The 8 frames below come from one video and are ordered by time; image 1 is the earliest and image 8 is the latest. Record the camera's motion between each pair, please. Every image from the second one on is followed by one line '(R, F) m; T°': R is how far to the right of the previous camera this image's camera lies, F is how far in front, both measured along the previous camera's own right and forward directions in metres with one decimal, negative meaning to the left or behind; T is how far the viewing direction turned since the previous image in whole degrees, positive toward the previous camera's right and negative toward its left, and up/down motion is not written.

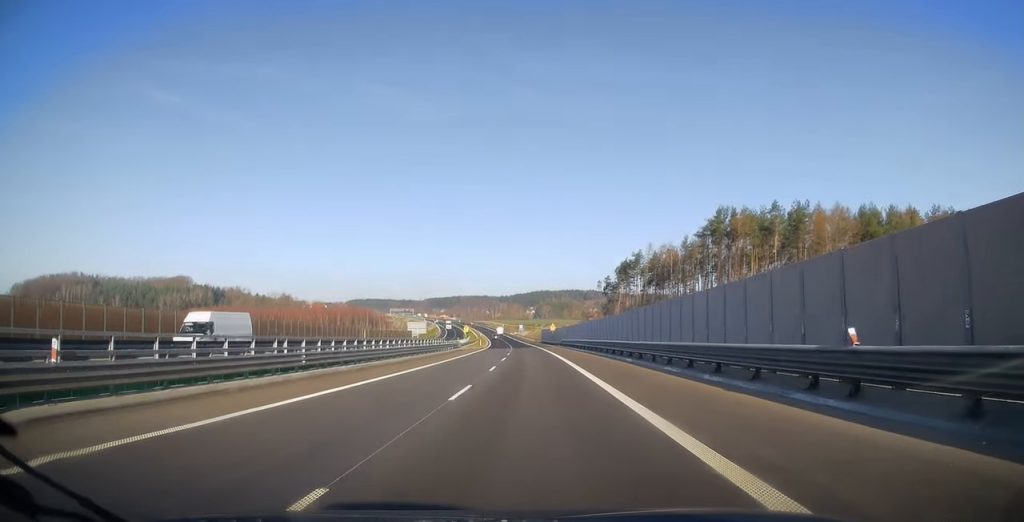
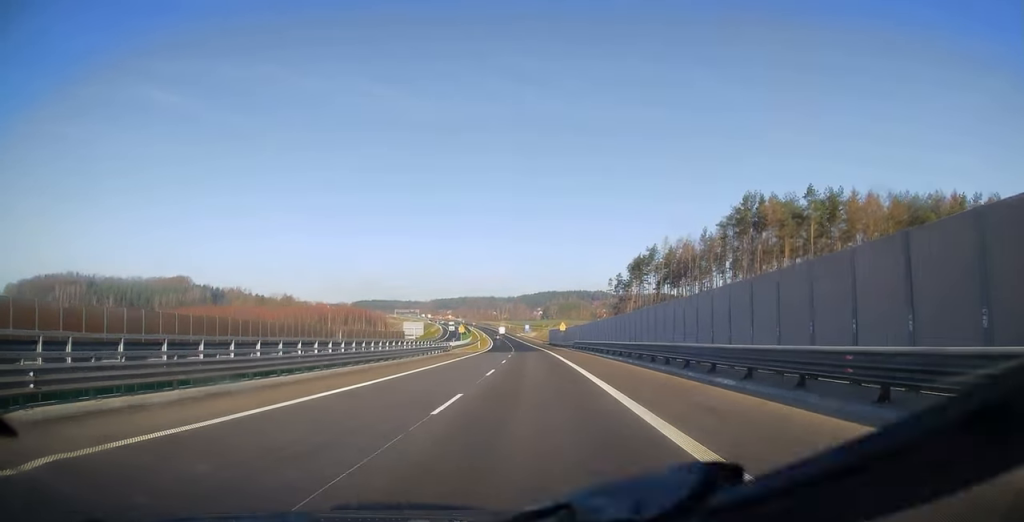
(0.0, +14.3) m; 0°
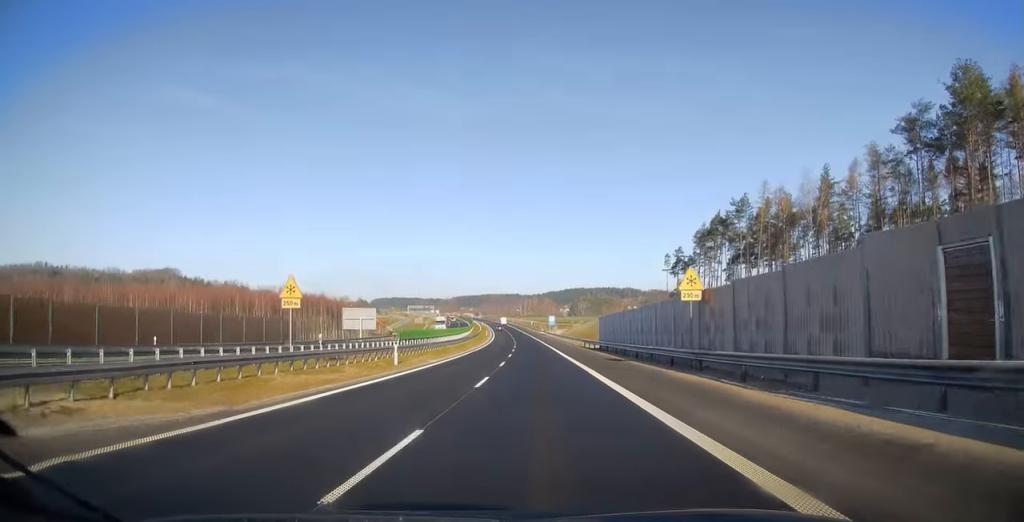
(-1.3, +65.8) m; -2°
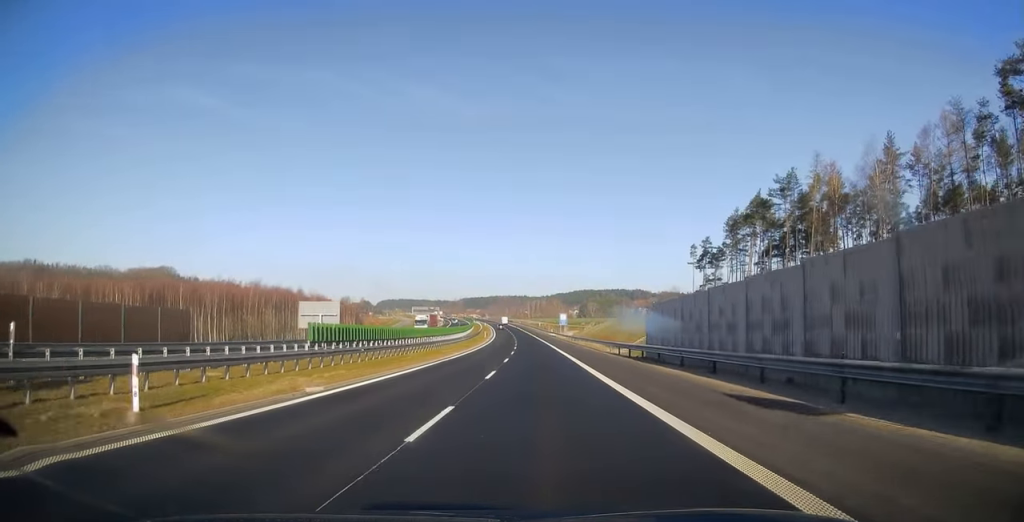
(-0.1, +20.9) m; -1°
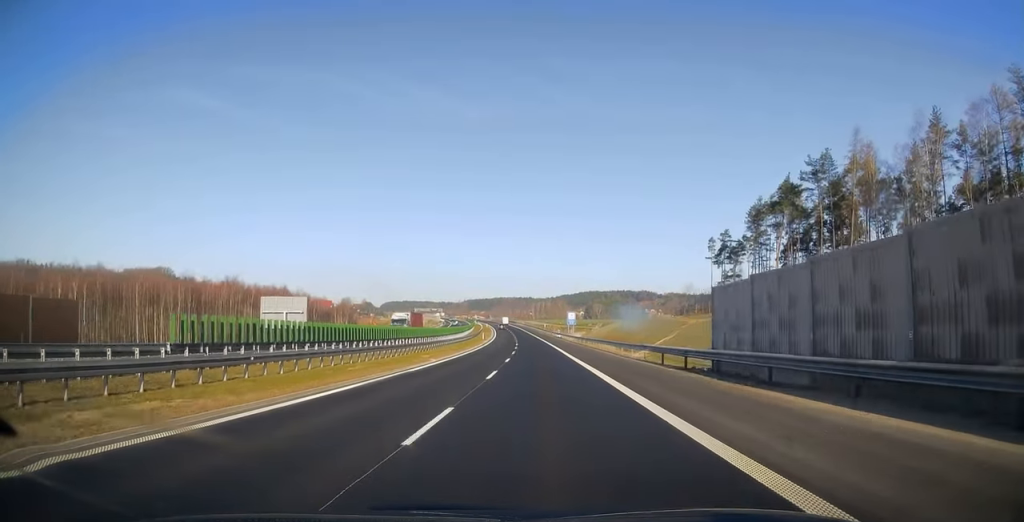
(-0.2, +12.3) m; 0°
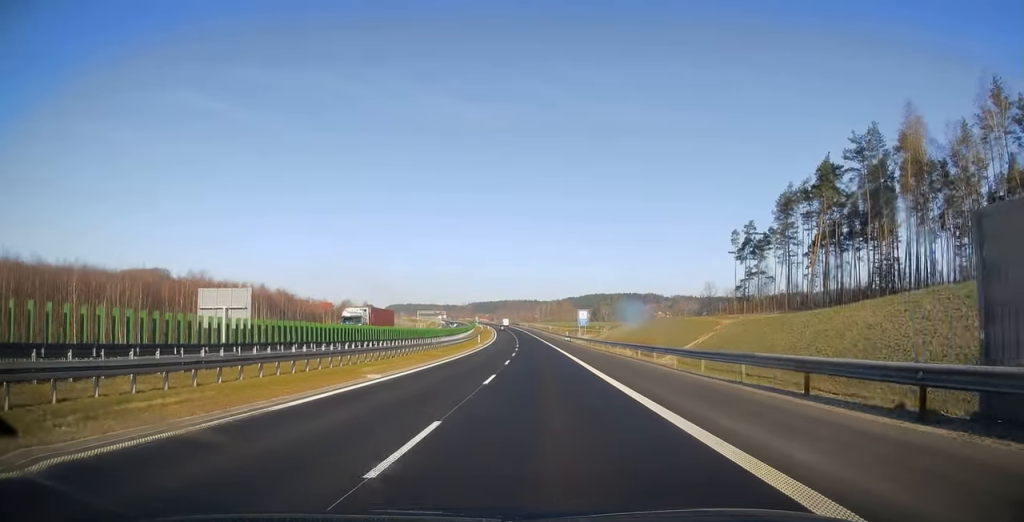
(-0.1, +13.8) m; 0°
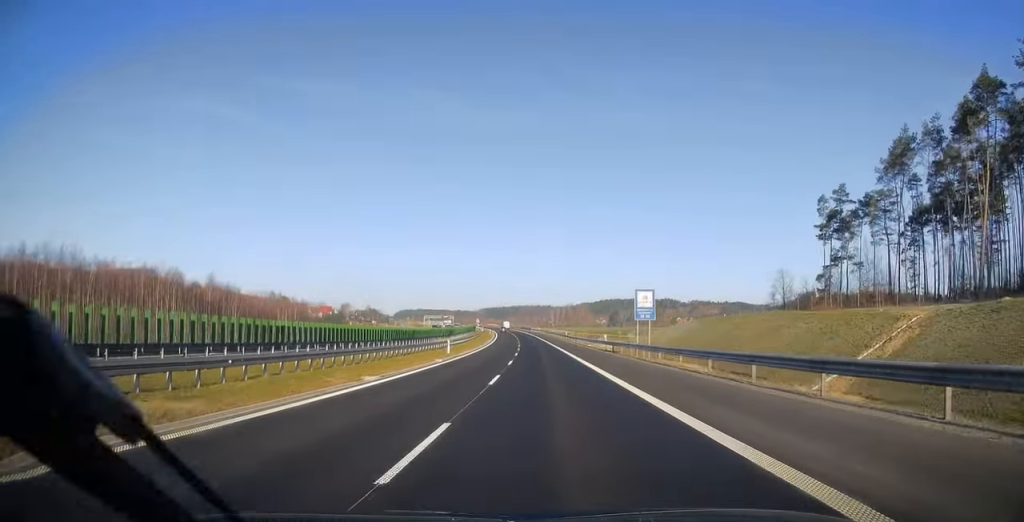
(-0.2, +36.1) m; -1°
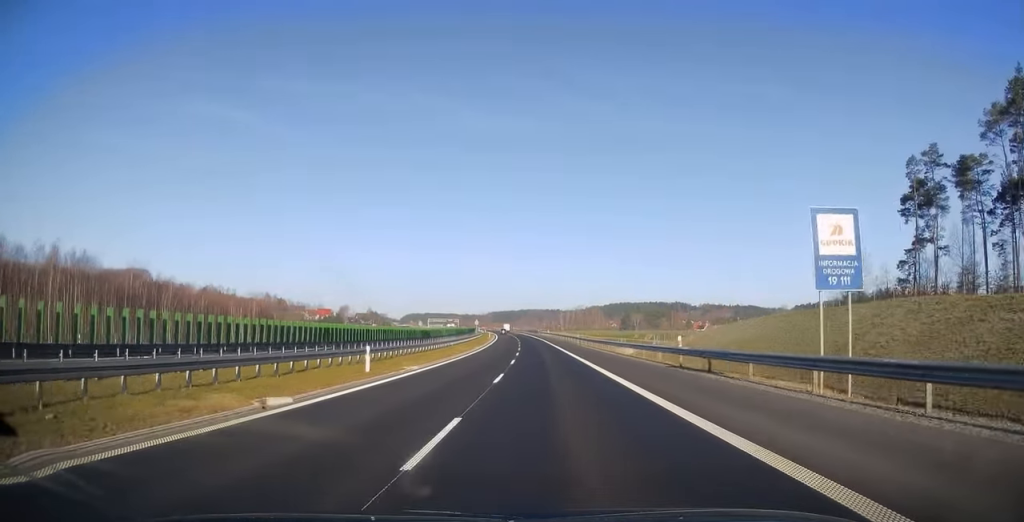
(-0.3, +23.3) m; -1°
